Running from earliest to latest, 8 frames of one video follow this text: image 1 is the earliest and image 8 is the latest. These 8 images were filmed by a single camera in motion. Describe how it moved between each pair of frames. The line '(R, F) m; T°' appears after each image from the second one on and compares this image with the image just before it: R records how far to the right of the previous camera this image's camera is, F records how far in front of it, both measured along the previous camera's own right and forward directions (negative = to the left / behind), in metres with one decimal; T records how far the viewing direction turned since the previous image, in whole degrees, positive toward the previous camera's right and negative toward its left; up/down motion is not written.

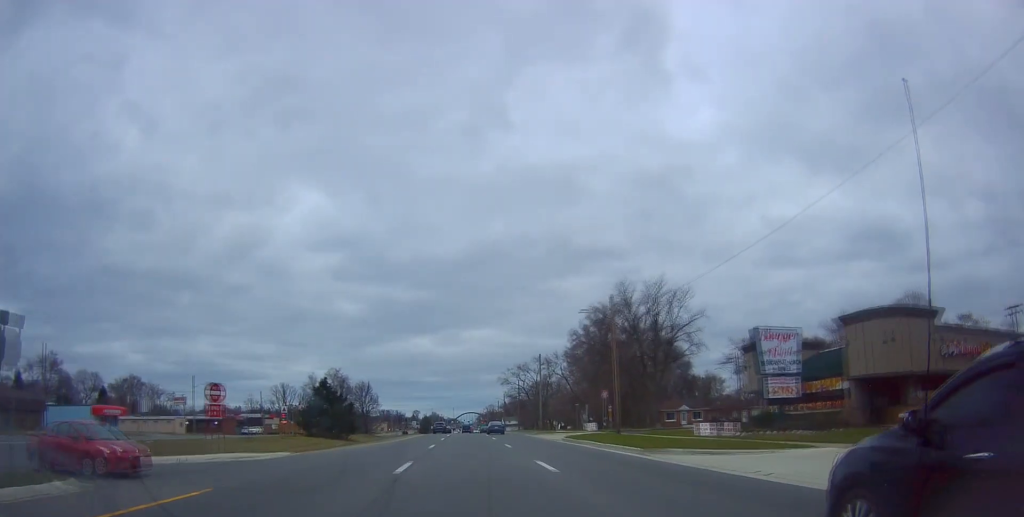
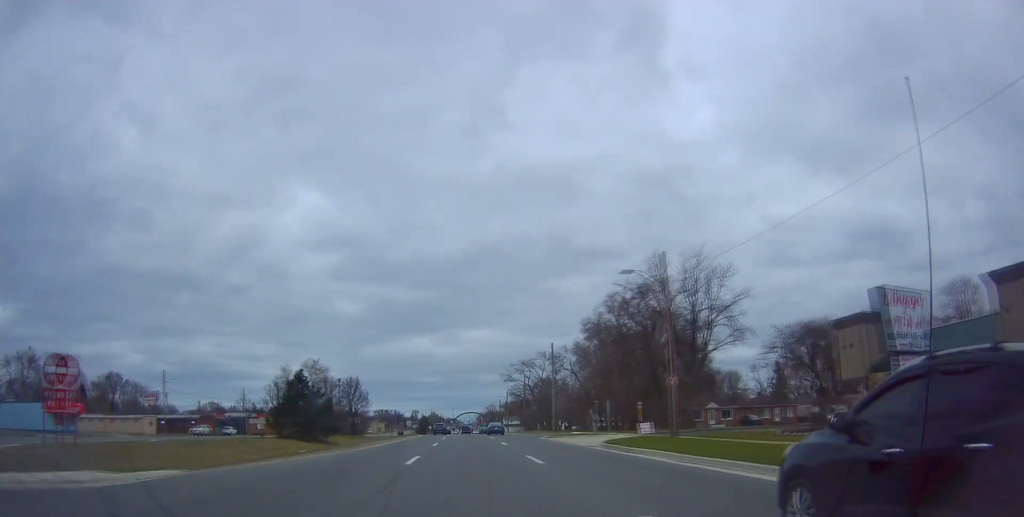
(0.0, +11.8) m; 0°
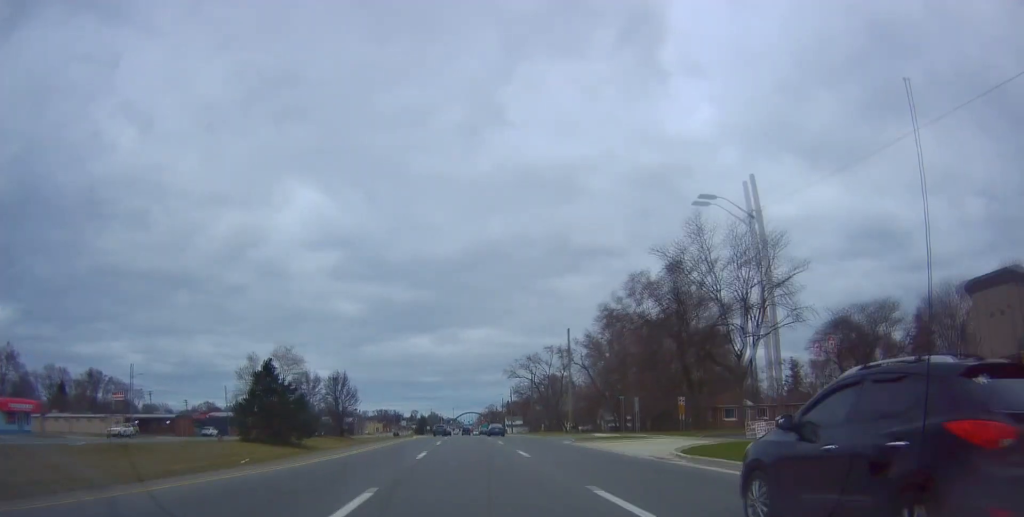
(-0.2, +11.1) m; 0°
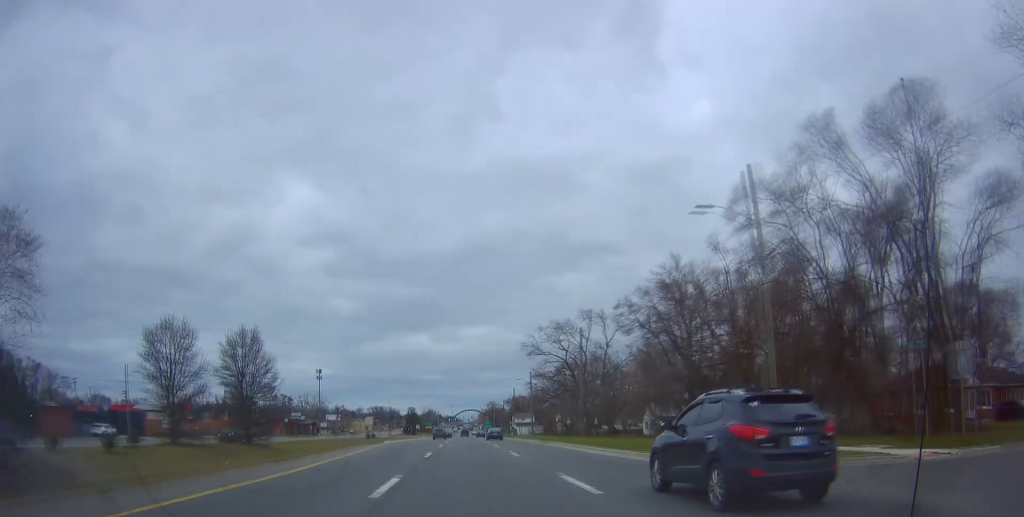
(-0.8, +40.3) m; -1°
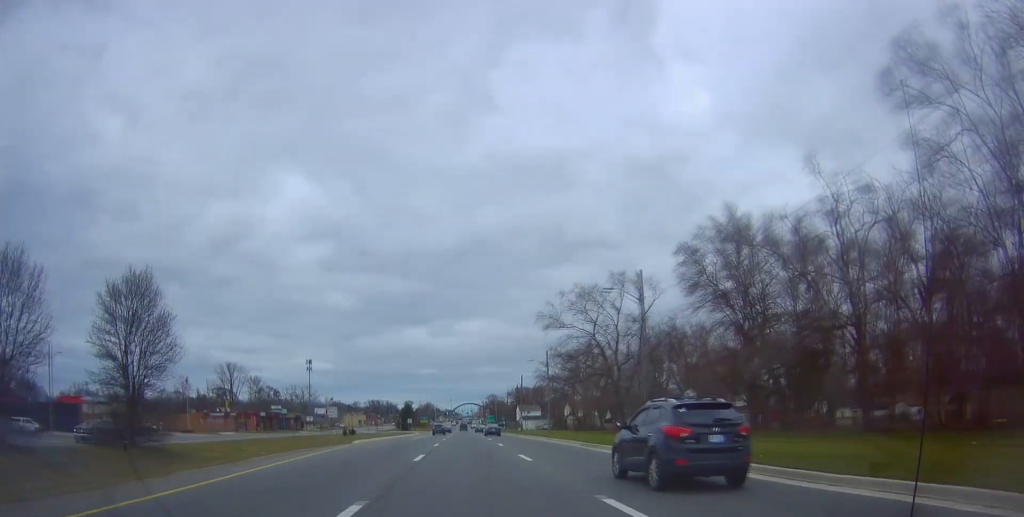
(+0.7, +19.5) m; 0°
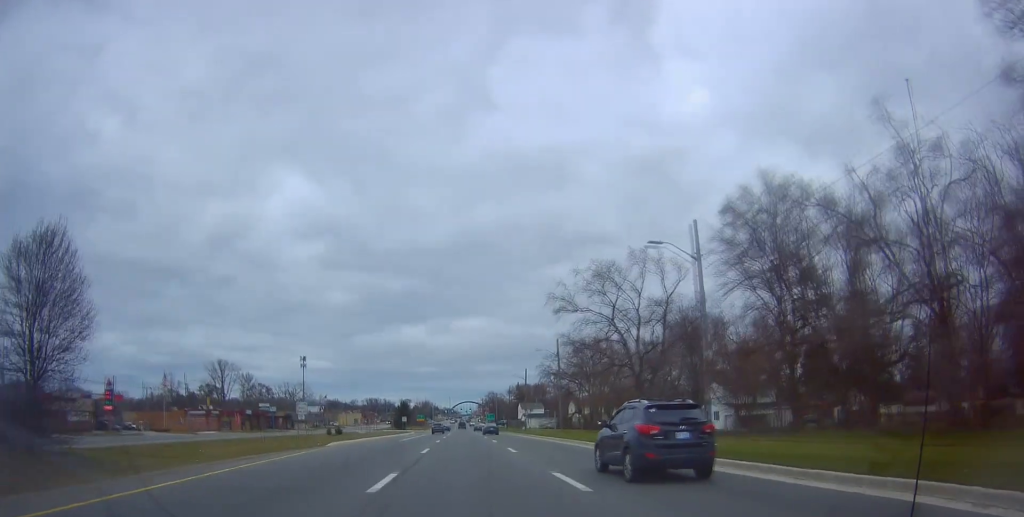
(-0.4, +9.5) m; -1°
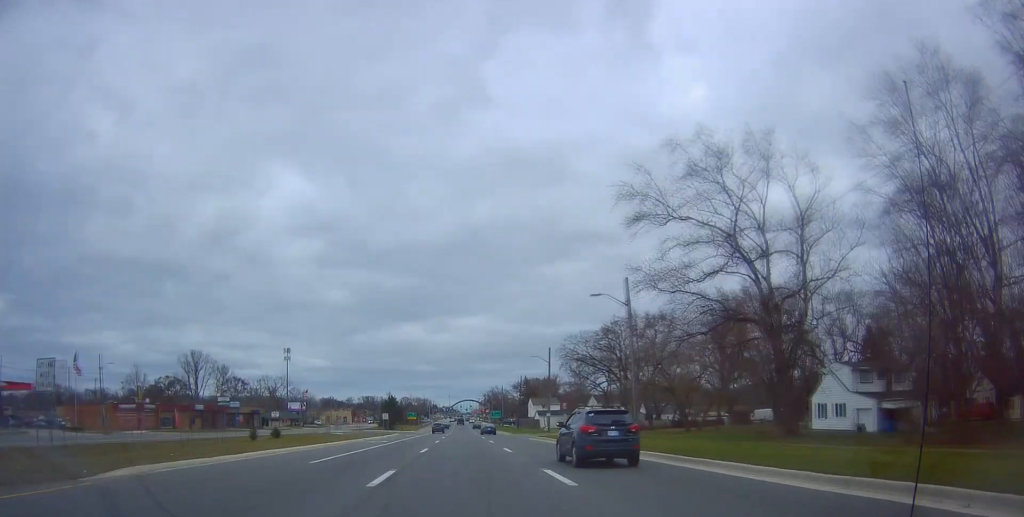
(+0.1, +28.3) m; +2°
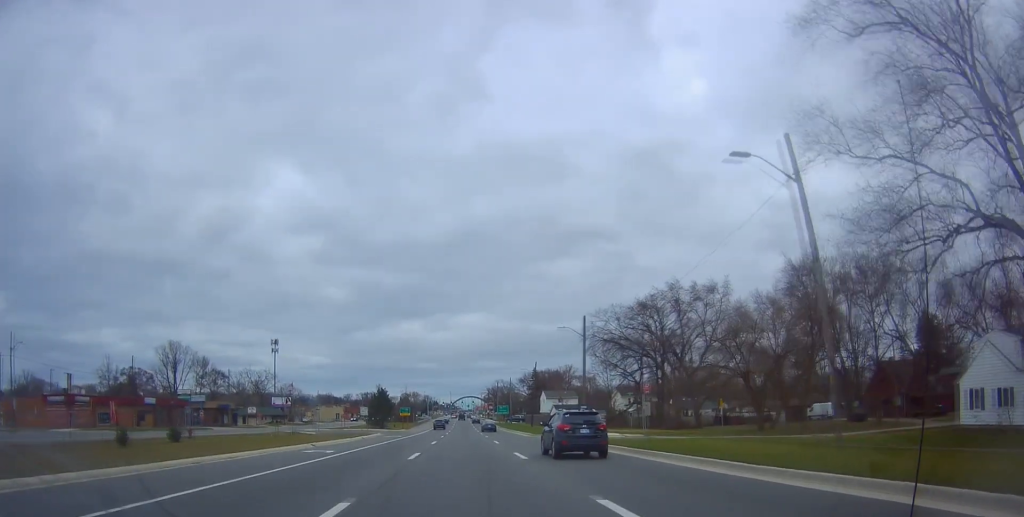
(+0.4, +20.4) m; +1°
